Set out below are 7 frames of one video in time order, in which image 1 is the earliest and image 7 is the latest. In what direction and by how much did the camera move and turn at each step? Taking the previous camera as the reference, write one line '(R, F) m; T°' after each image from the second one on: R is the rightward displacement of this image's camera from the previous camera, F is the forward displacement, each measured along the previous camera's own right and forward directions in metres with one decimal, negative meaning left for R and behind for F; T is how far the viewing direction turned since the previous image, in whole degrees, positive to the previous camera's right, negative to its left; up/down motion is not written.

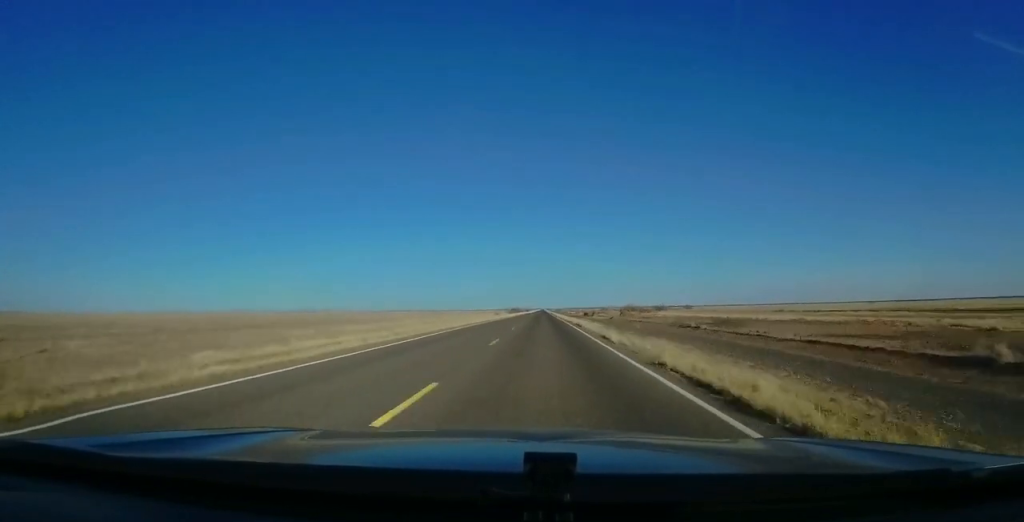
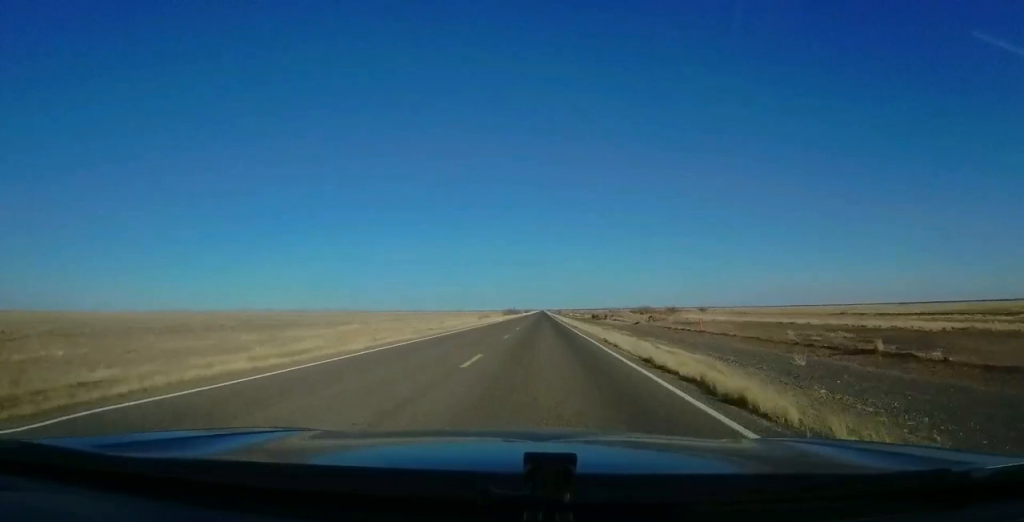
(-0.1, +31.0) m; -1°
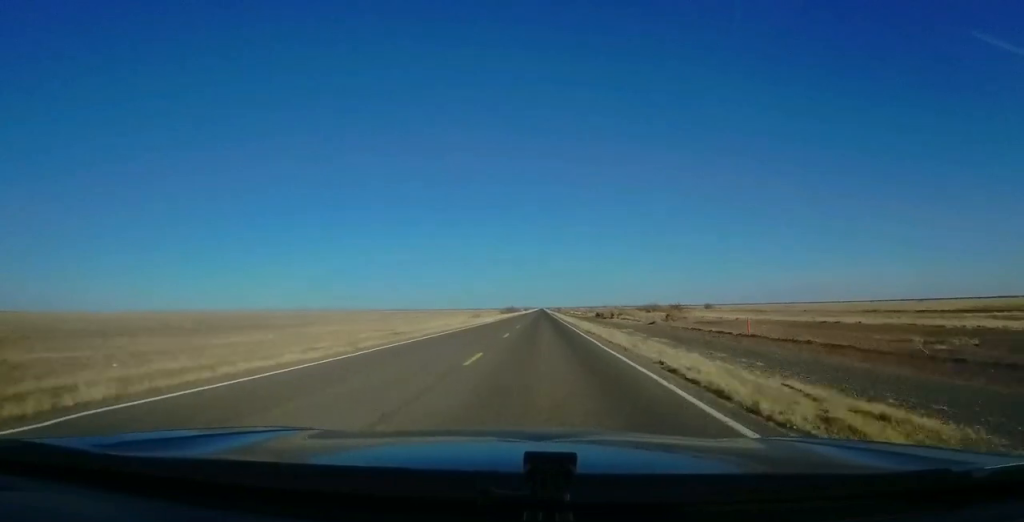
(-0.1, +11.9) m; 0°
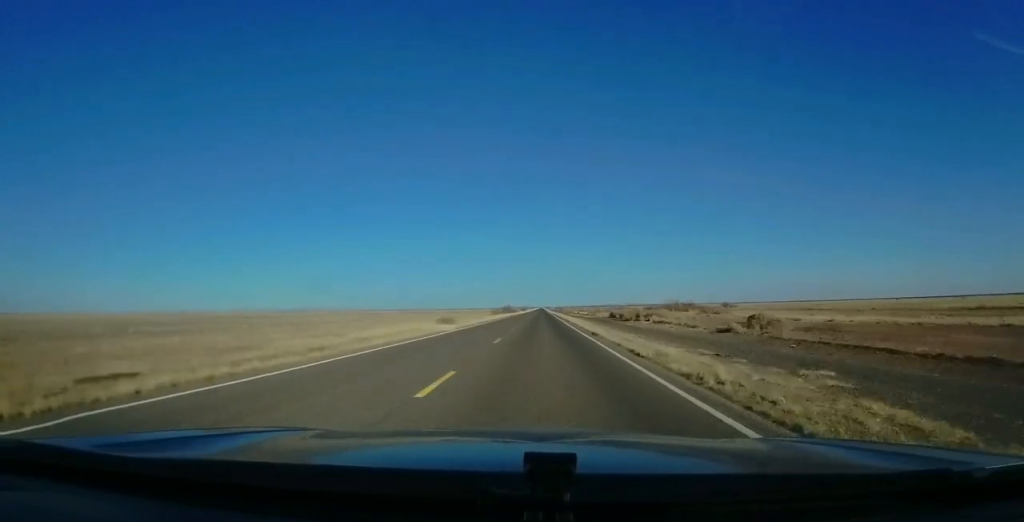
(-0.1, +28.9) m; +1°
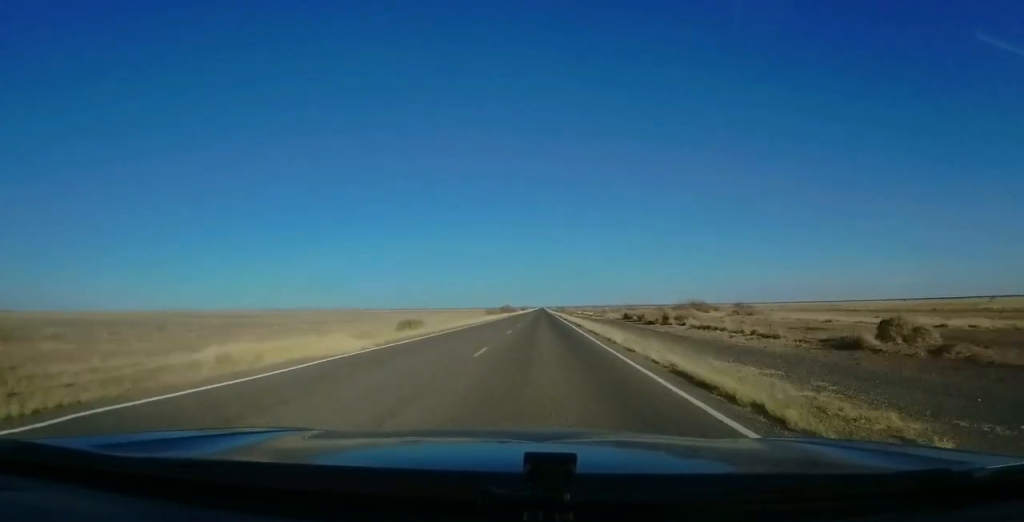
(+0.4, +18.0) m; 0°
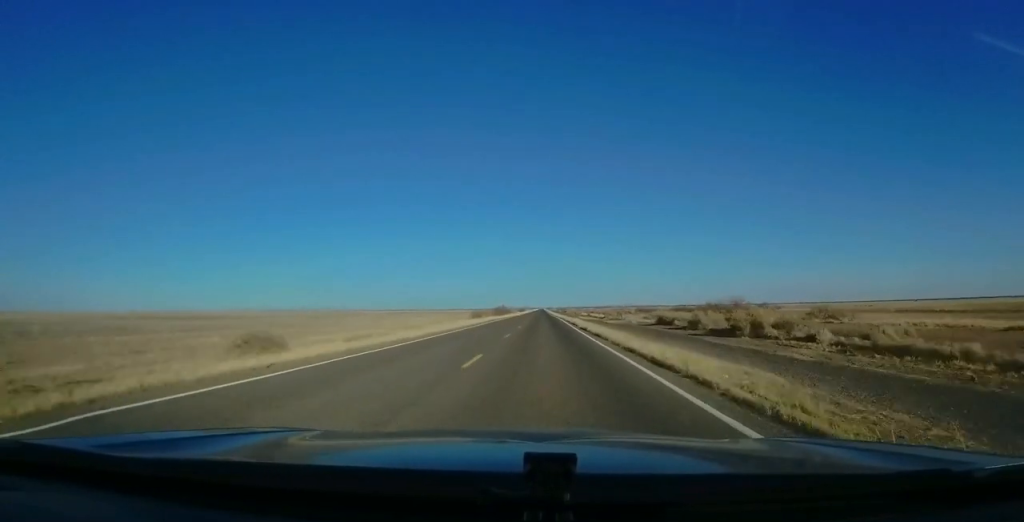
(0.0, +26.9) m; 0°
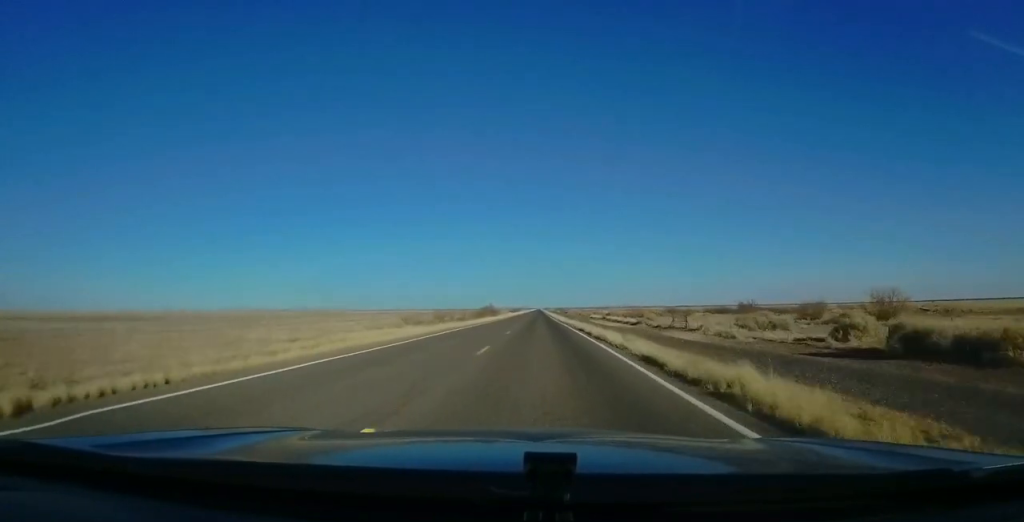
(-0.4, +45.8) m; 0°
